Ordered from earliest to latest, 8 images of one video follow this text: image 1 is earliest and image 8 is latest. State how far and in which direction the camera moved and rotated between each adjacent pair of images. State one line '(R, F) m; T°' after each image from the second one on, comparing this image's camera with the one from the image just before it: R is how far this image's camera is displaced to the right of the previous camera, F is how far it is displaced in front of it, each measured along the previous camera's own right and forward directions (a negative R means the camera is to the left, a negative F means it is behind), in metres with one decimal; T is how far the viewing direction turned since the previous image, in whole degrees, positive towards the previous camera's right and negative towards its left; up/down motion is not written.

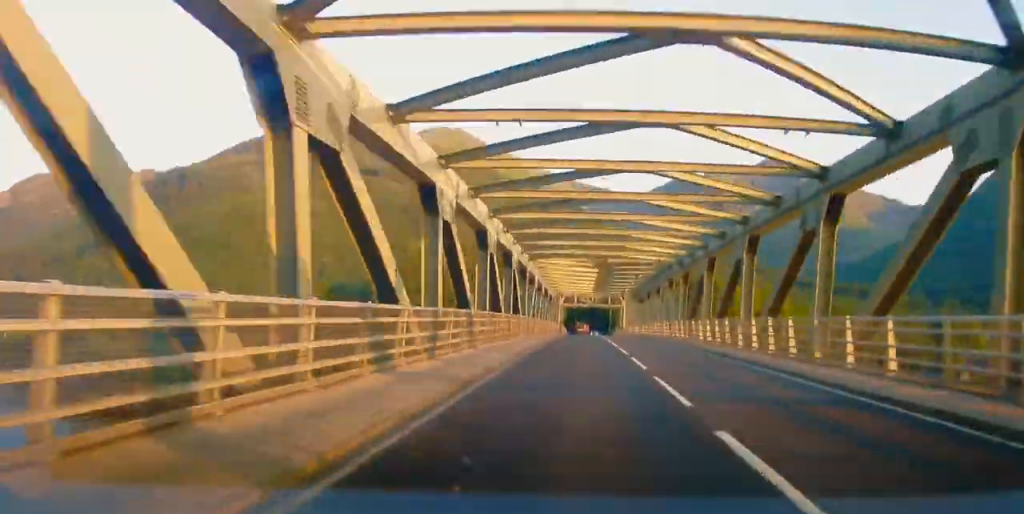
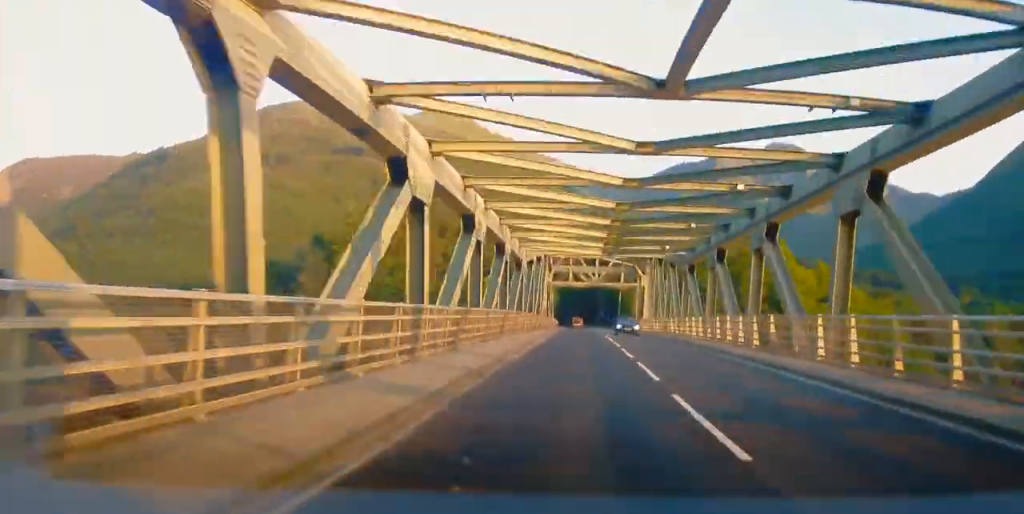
(+0.3, +52.3) m; 0°
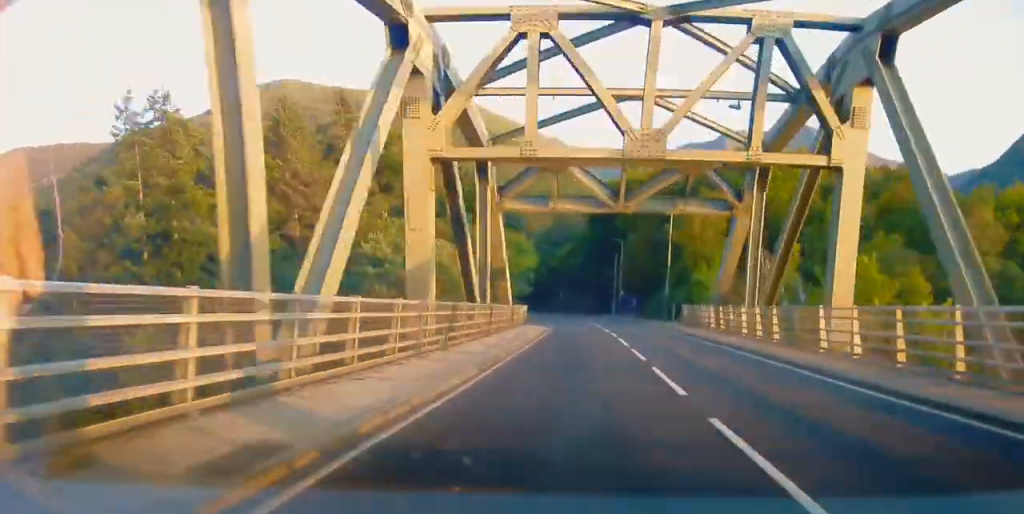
(-0.5, +76.0) m; -7°
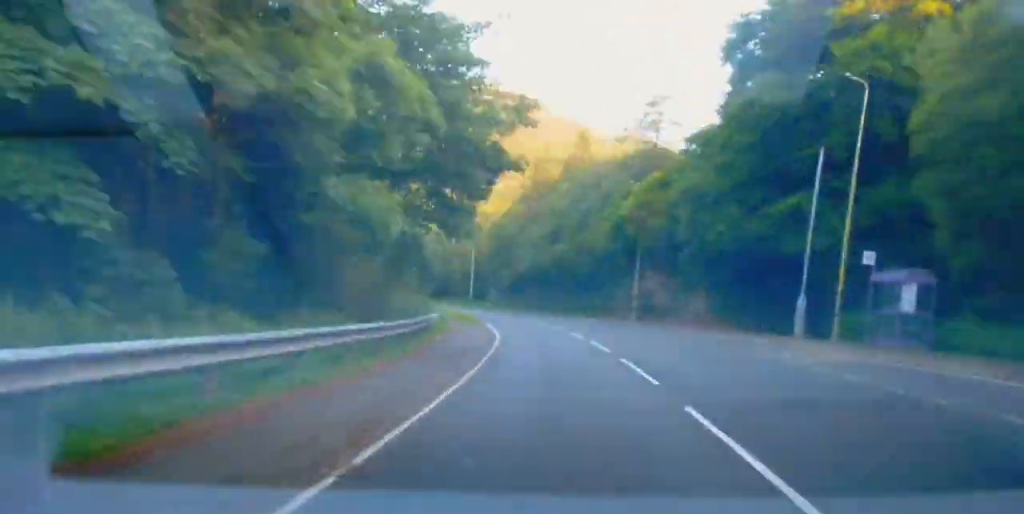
(-7.6, +87.4) m; -14°
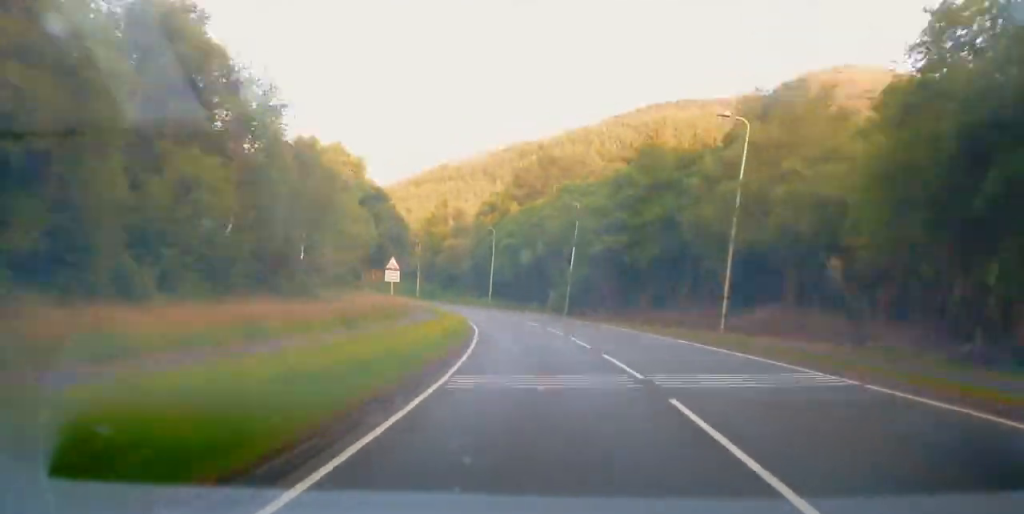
(-43.1, +159.1) m; -29°
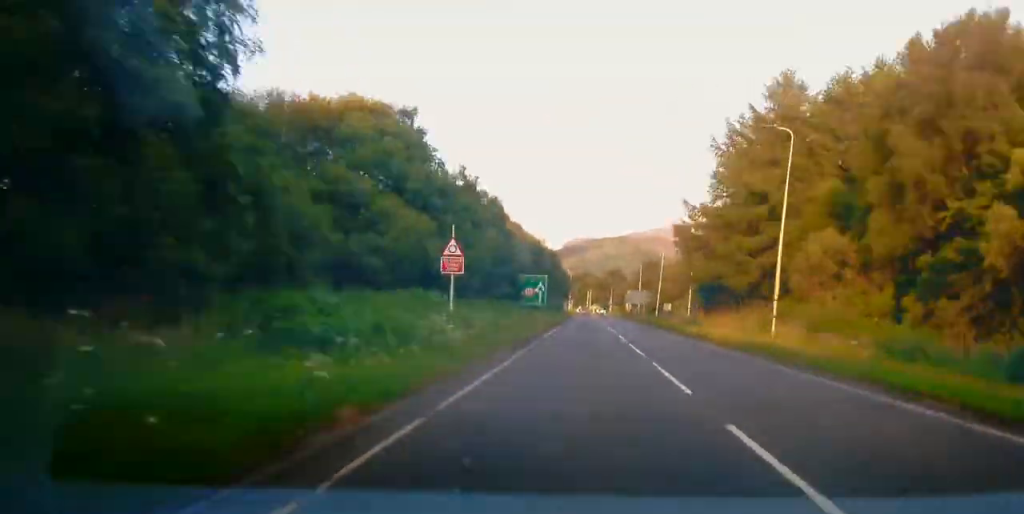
(-53.8, +204.3) m; -22°
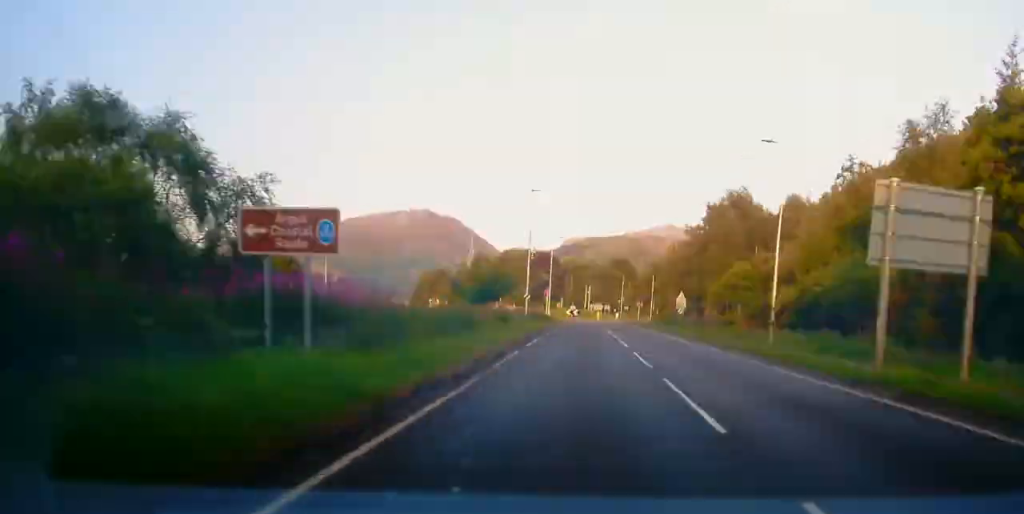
(+0.9, +107.6) m; -4°
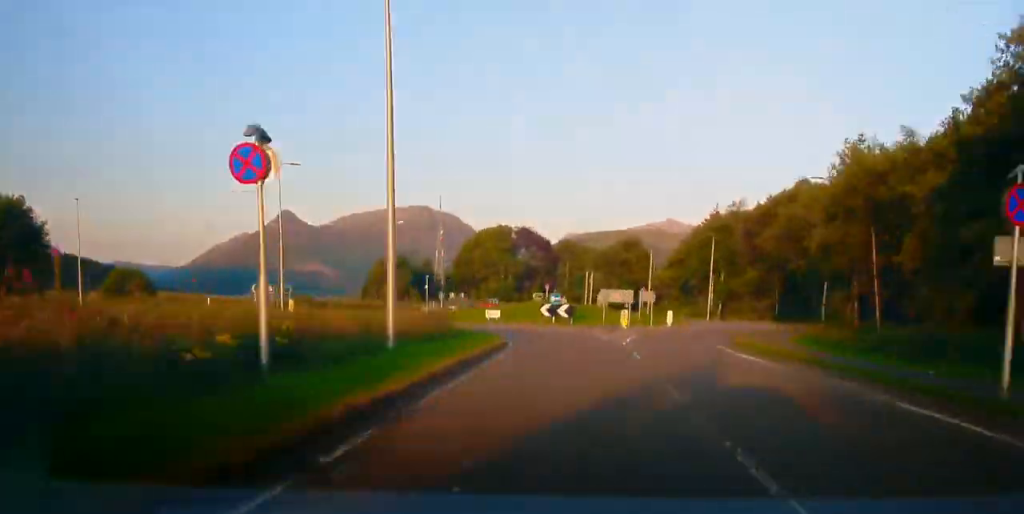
(-5.6, +54.7) m; +3°
